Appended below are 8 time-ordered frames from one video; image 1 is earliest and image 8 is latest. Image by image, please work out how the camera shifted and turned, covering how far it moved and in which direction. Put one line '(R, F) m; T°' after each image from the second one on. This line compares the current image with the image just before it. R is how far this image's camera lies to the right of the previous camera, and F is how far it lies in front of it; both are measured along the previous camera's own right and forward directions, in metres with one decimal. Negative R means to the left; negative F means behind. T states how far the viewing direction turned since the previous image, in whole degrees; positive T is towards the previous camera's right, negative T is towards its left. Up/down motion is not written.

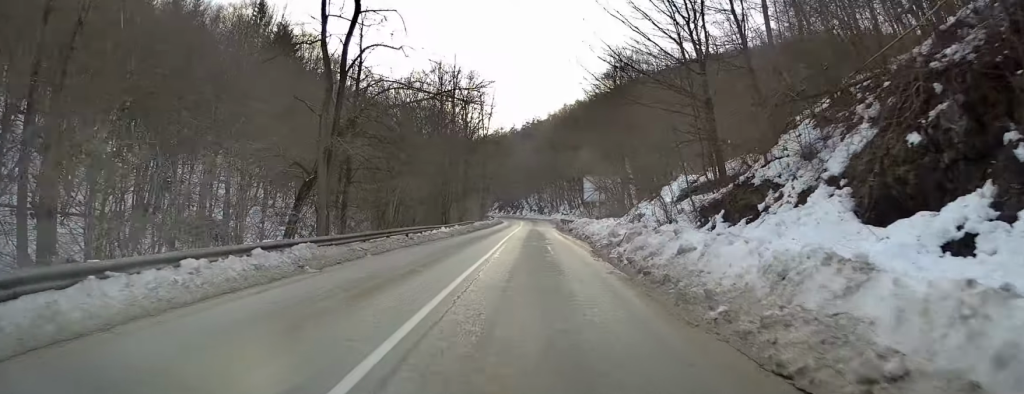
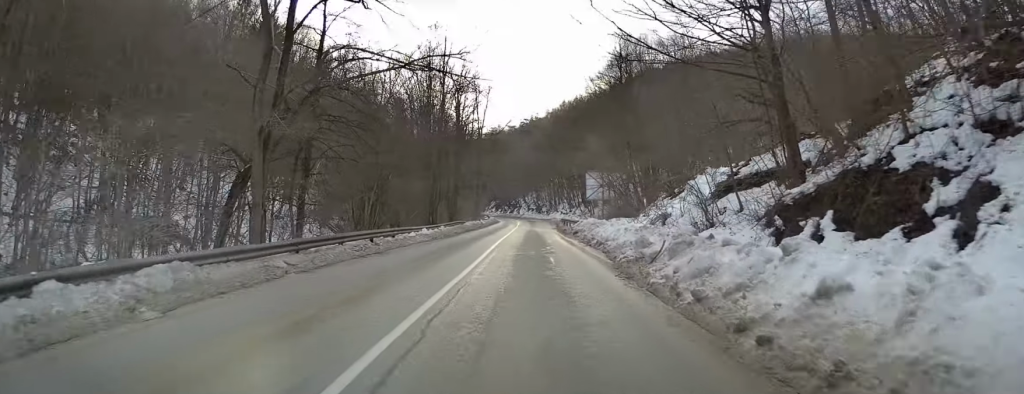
(0.0, +6.0) m; -1°
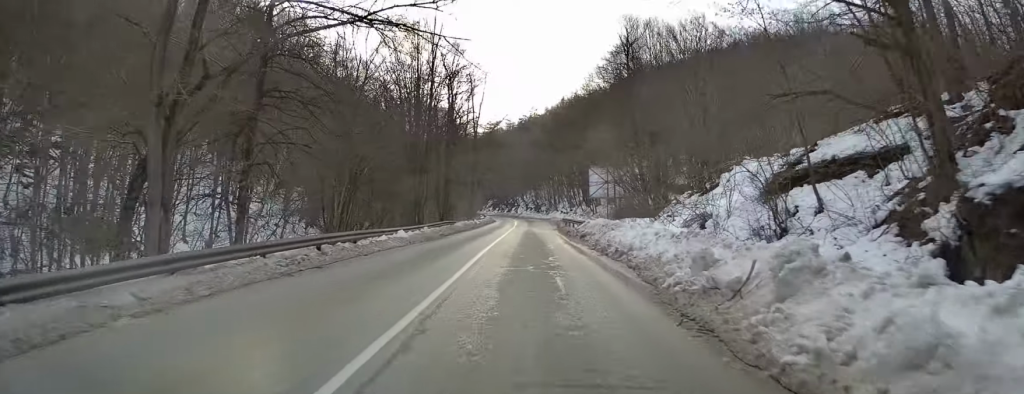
(+0.1, +5.6) m; -1°
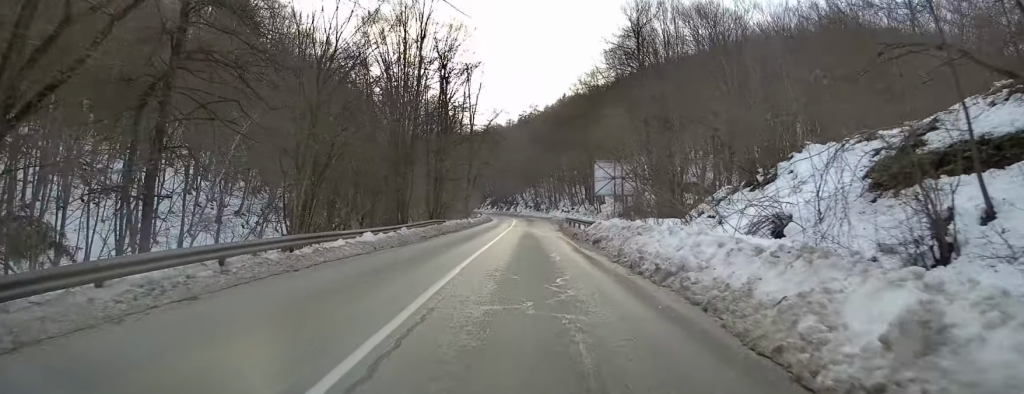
(-0.1, +5.6) m; -1°
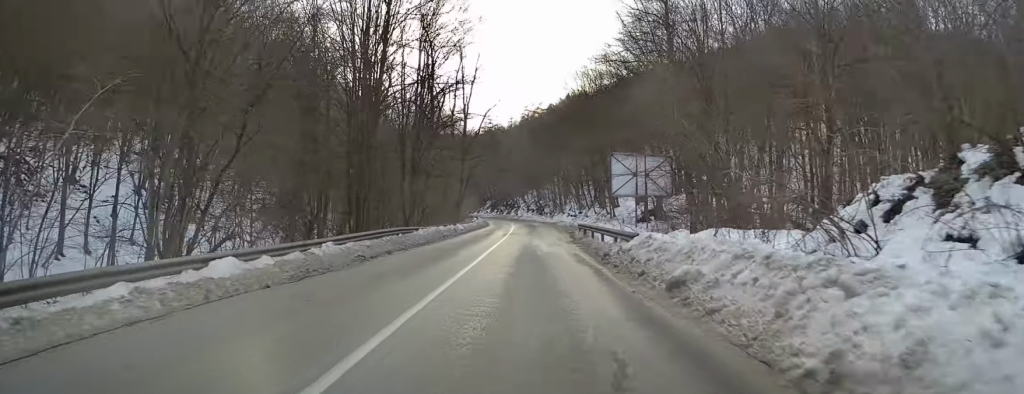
(-0.2, +10.8) m; -1°
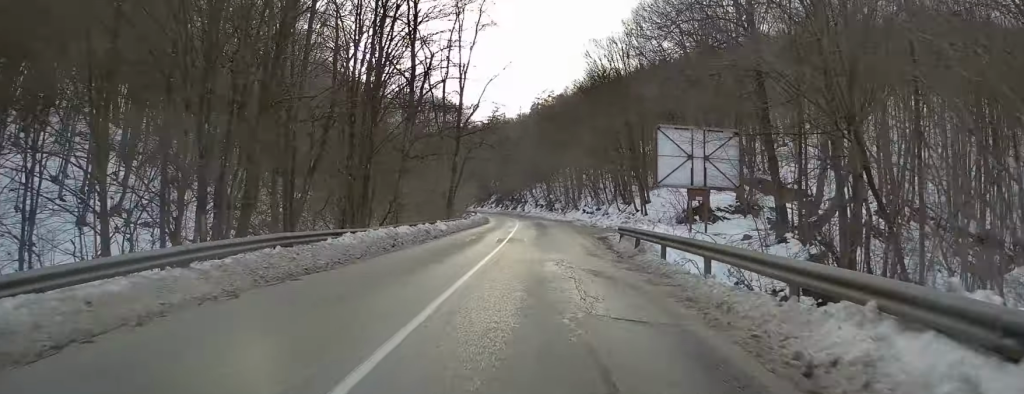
(+0.1, +13.8) m; +1°
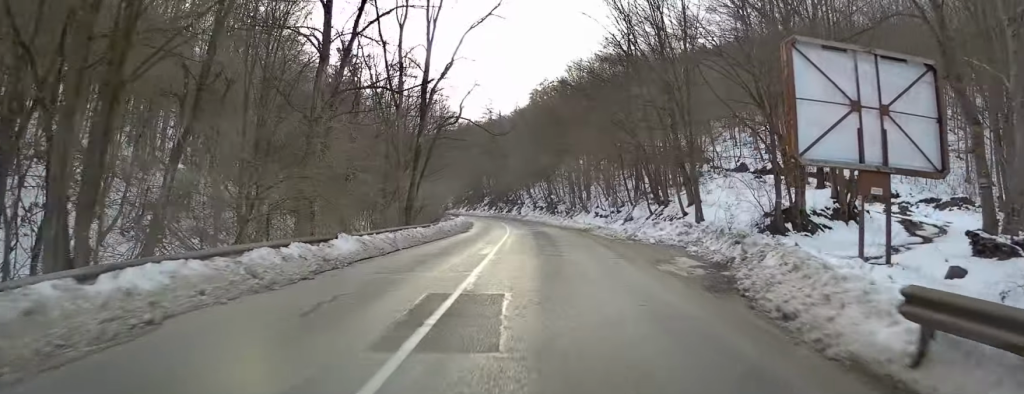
(+0.2, +17.2) m; -1°
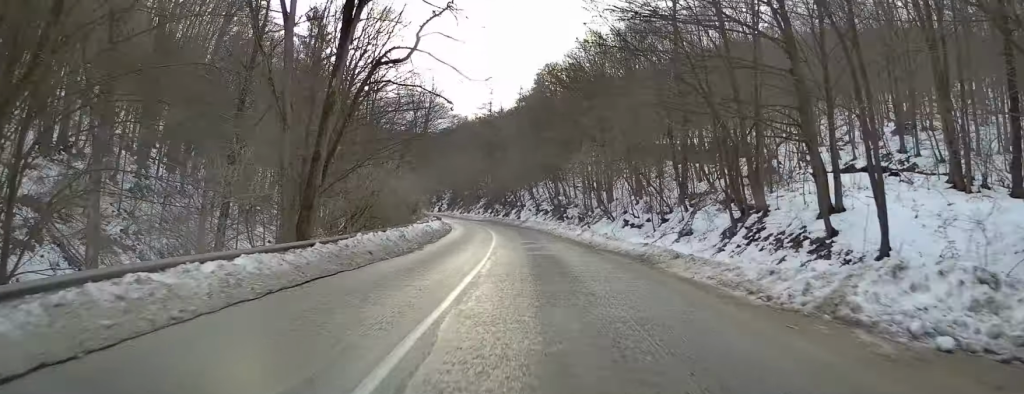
(-0.5, +17.8) m; -1°
